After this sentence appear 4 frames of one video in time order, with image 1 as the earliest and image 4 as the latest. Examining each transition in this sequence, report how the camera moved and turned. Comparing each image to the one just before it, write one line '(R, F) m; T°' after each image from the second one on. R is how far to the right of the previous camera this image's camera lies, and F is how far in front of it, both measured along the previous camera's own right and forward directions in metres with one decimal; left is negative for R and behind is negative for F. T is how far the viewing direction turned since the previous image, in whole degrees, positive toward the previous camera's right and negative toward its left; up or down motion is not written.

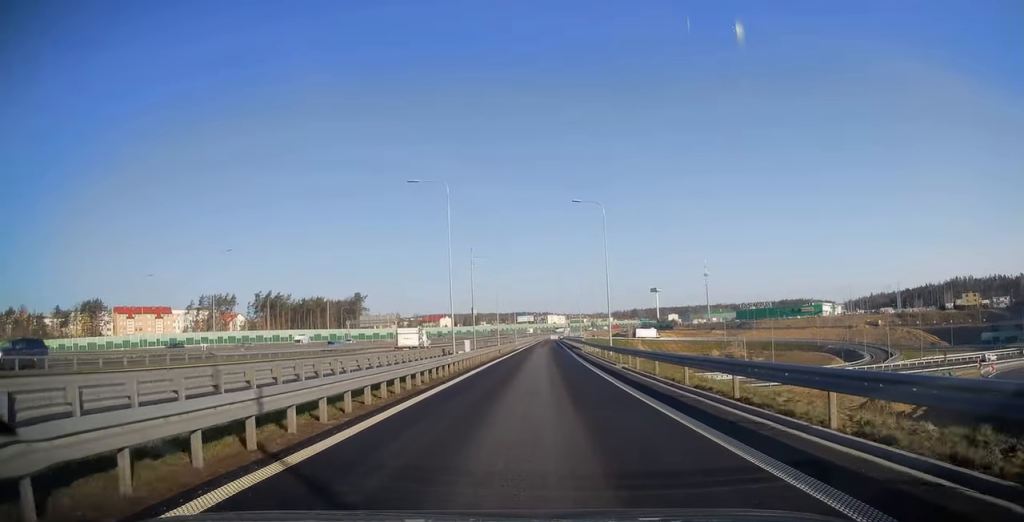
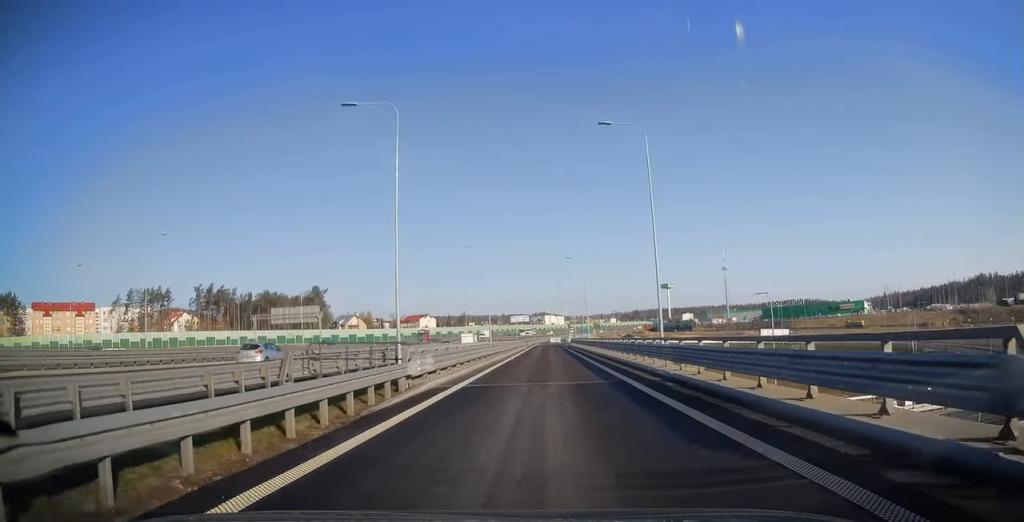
(-0.2, +55.7) m; +1°
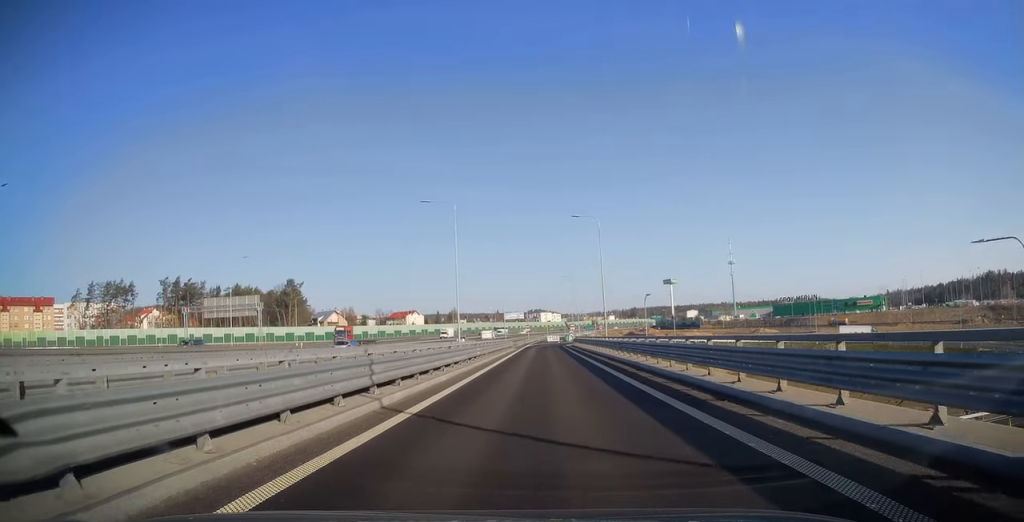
(+0.3, +23.4) m; 0°
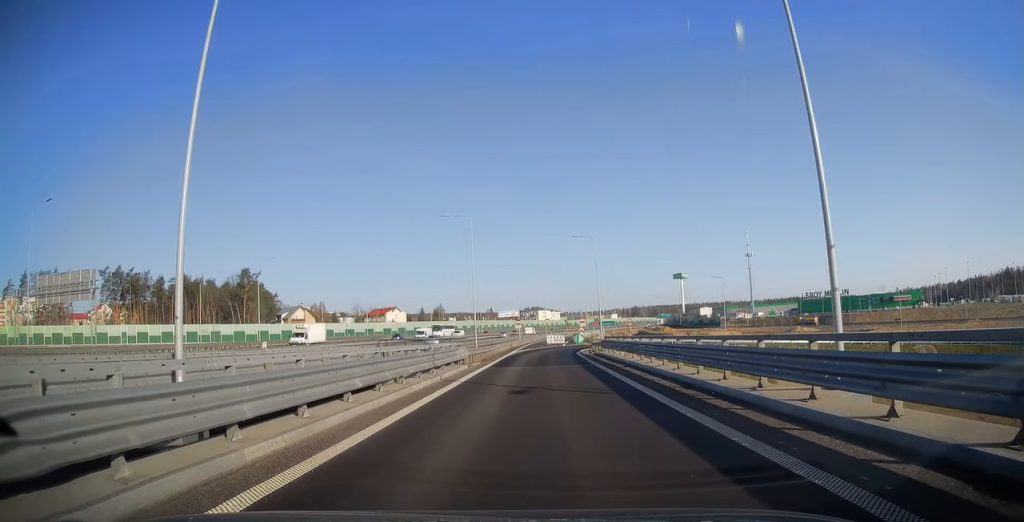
(+0.1, +36.9) m; 0°
